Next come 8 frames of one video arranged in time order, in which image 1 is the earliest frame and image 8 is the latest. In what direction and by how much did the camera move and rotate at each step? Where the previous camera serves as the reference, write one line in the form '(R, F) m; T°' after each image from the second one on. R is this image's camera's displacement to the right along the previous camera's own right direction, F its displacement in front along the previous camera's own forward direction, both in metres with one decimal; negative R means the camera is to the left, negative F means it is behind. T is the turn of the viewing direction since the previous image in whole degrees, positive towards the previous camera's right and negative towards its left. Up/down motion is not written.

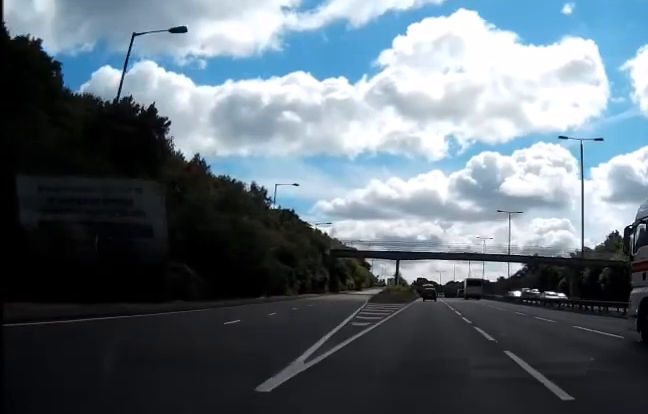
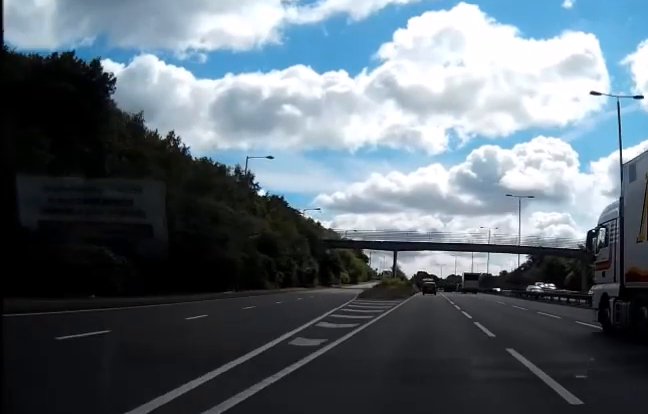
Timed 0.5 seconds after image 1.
(0.0, +9.5) m; 0°
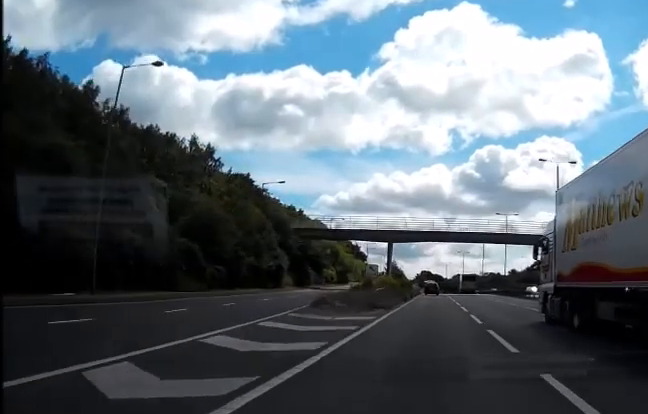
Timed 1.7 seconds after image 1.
(0.0, +21.8) m; 0°
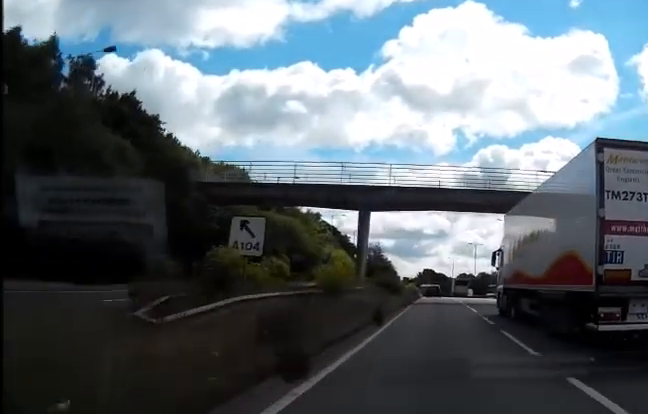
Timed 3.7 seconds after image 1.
(-0.3, +36.0) m; 0°
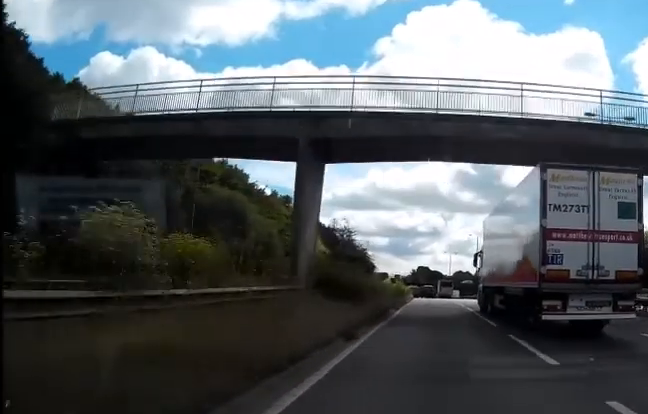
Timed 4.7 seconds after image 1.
(+0.1, +19.3) m; +1°
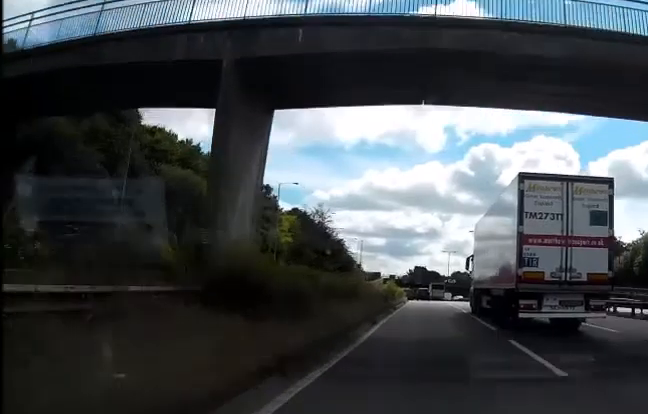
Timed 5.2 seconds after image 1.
(+0.1, +9.9) m; 0°
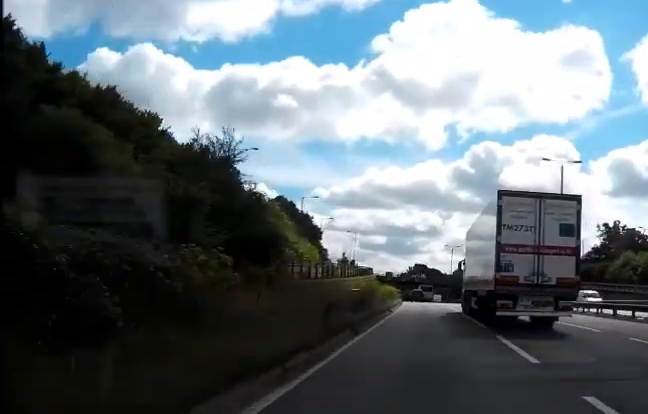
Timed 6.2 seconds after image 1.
(0.0, +17.1) m; -1°
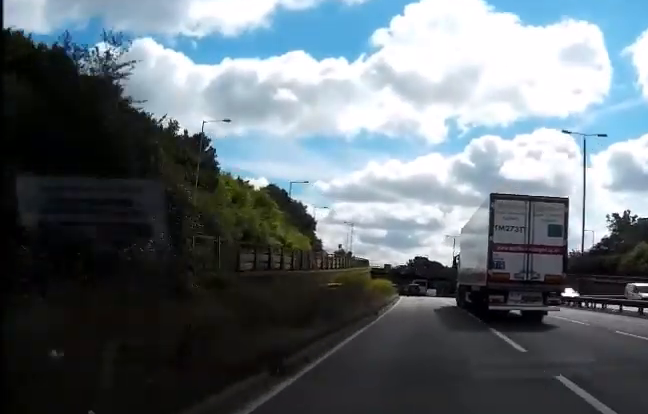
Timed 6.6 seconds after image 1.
(-0.1, +7.8) m; 0°
